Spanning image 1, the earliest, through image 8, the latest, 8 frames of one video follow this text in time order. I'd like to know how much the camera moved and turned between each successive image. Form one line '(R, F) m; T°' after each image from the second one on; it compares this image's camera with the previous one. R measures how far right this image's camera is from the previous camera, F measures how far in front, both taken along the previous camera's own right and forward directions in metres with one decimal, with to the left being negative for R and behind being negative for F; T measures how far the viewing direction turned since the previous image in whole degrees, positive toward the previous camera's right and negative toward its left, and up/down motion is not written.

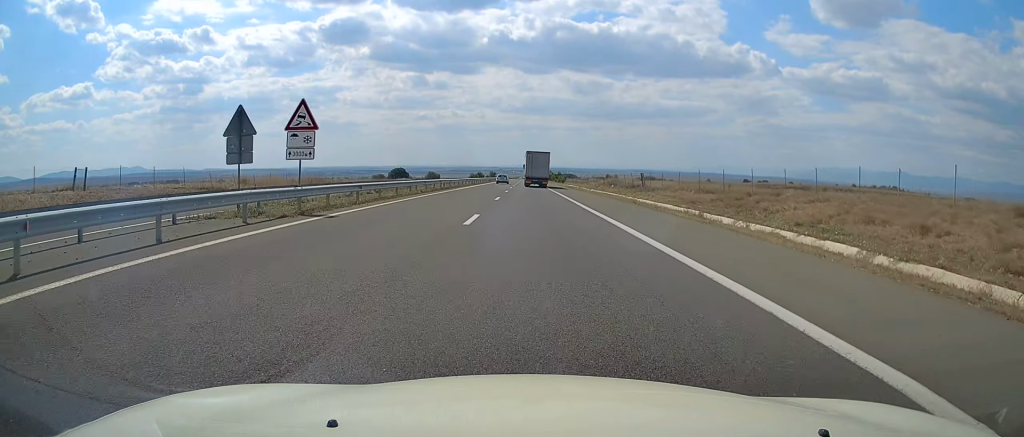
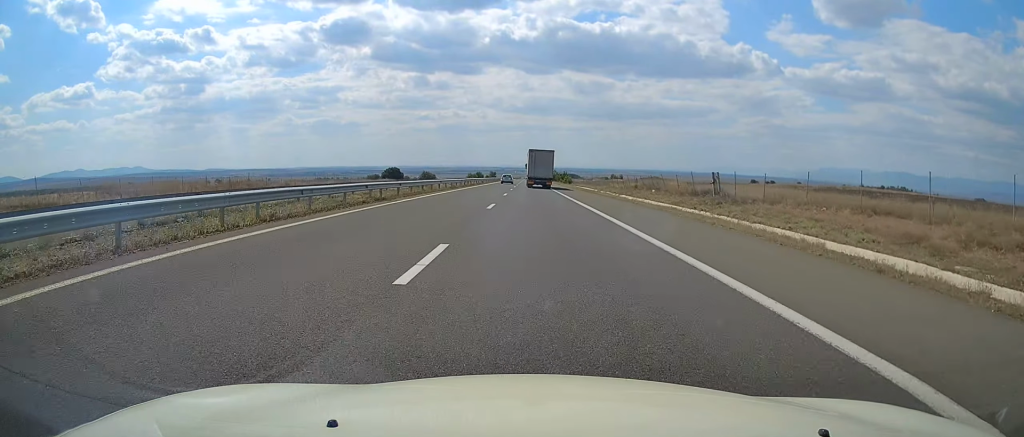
(-0.1, +24.3) m; 0°
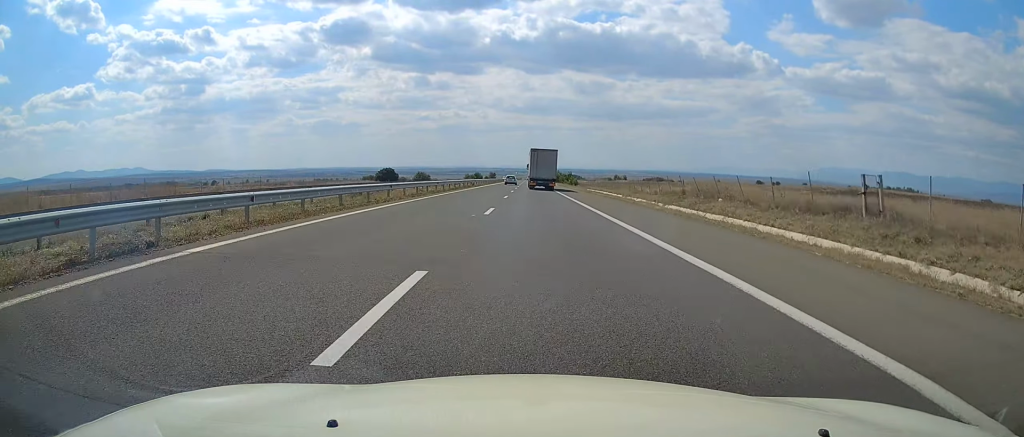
(+0.3, +18.8) m; 0°
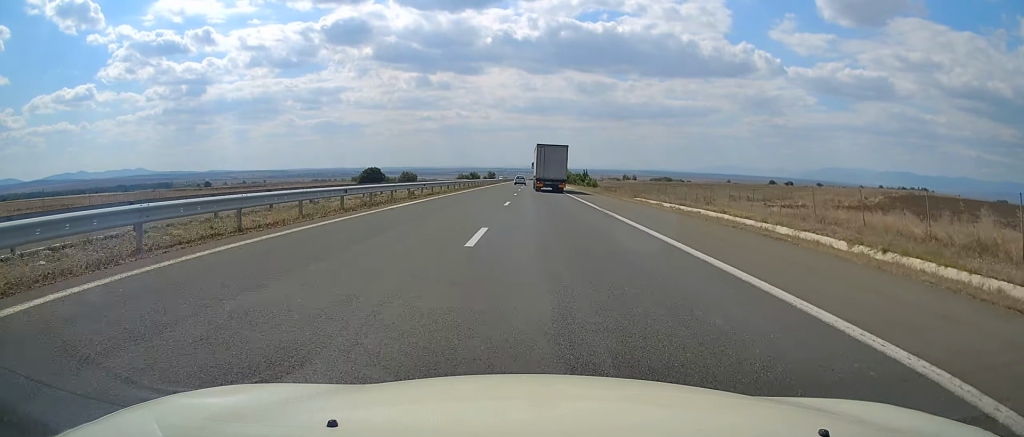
(-0.4, +40.9) m; -1°
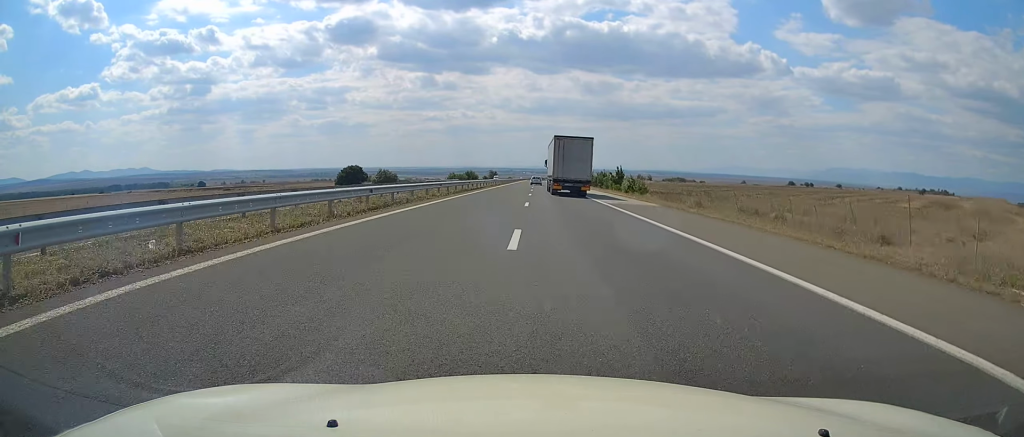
(0.0, +47.8) m; 0°
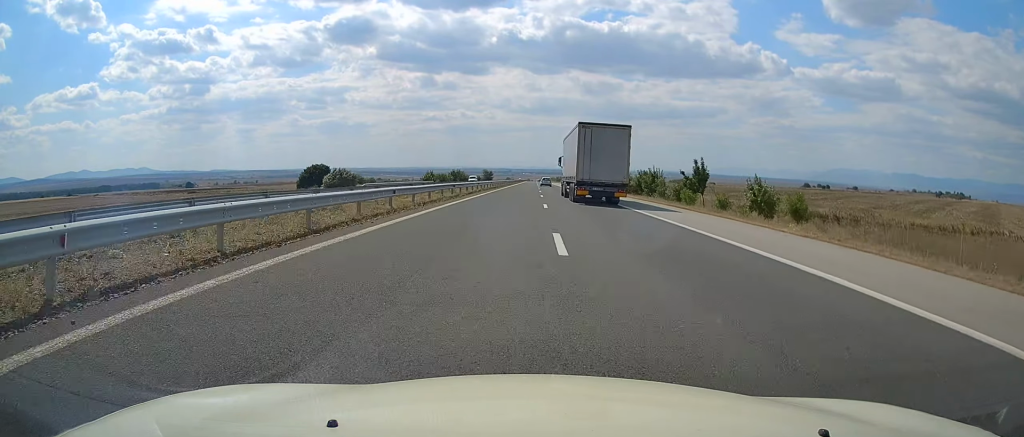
(0.0, +47.9) m; 0°
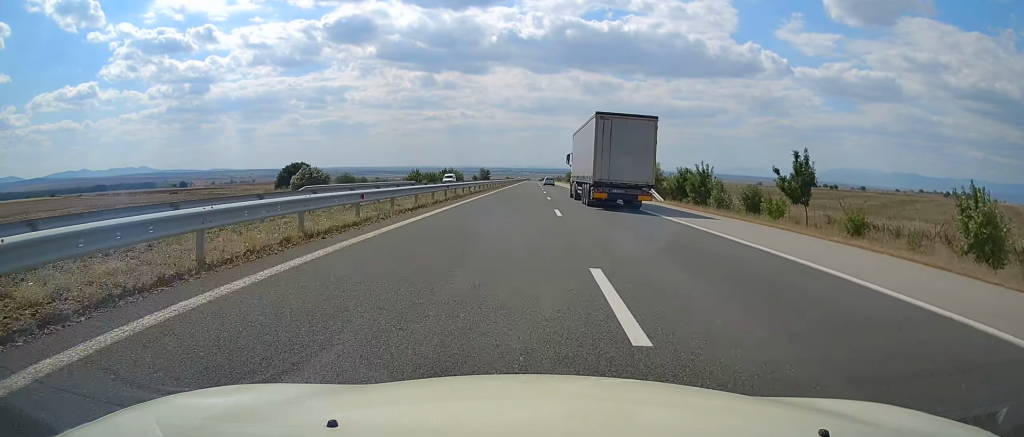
(0.0, +21.2) m; 0°
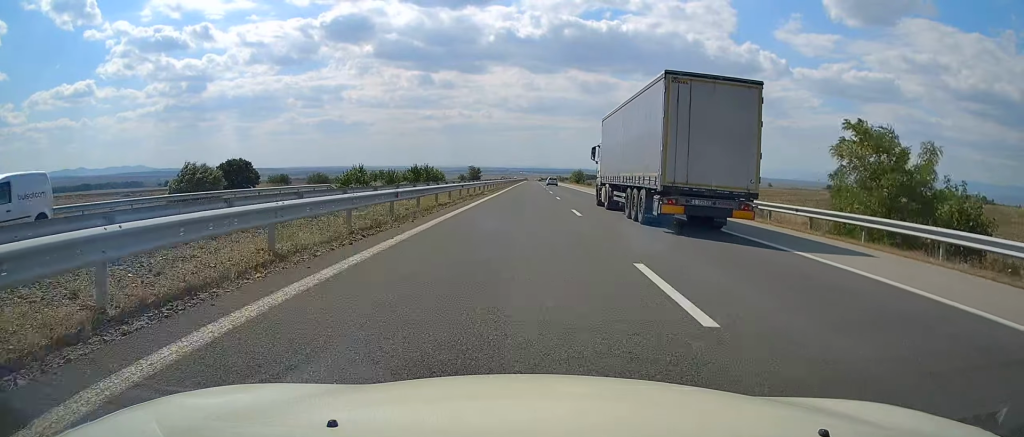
(-0.1, +46.8) m; 0°
